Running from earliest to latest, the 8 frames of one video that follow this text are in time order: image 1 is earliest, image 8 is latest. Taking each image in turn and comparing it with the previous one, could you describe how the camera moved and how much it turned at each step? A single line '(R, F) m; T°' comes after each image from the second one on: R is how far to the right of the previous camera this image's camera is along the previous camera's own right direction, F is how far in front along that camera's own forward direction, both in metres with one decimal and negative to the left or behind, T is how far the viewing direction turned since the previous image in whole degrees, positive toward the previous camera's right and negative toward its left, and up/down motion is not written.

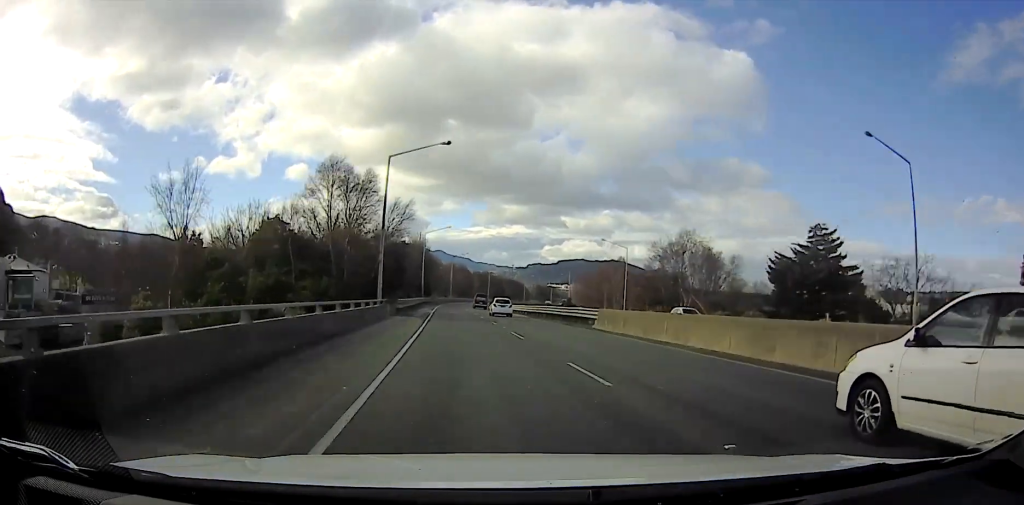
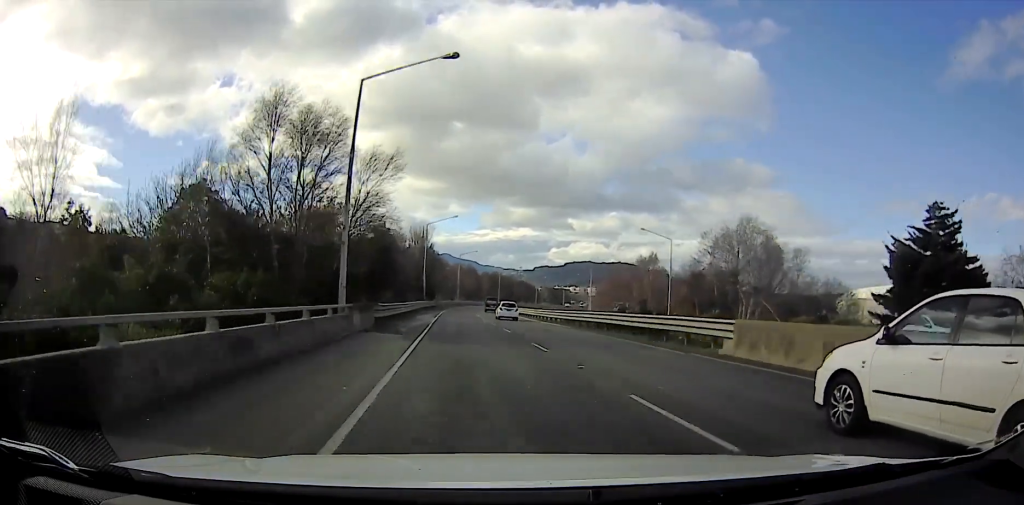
(-0.2, +16.2) m; -3°
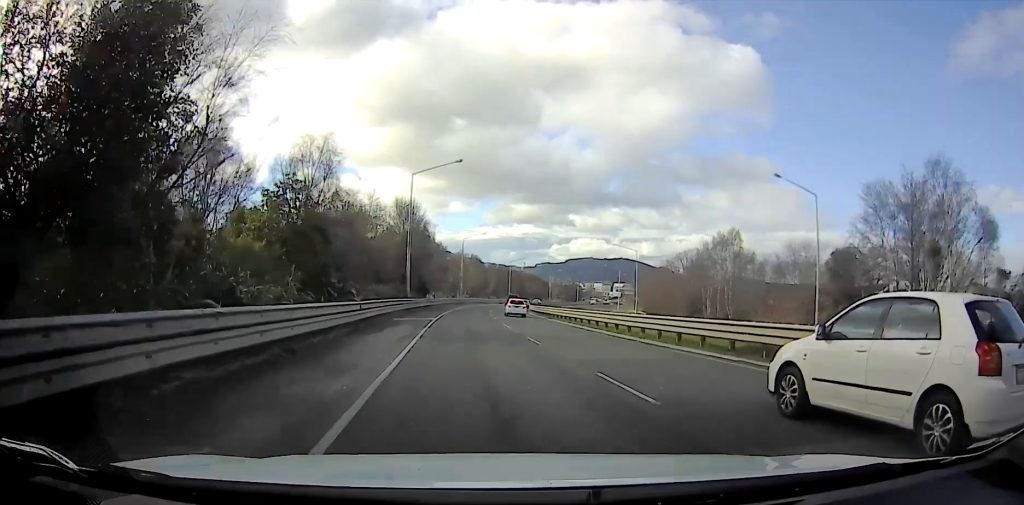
(-1.4, +30.1) m; -5°
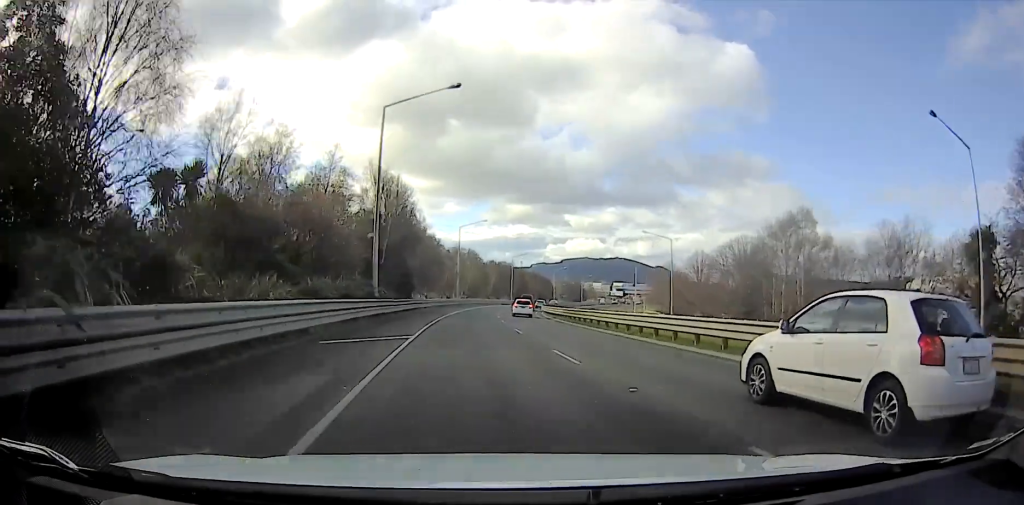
(-0.3, +16.0) m; -3°
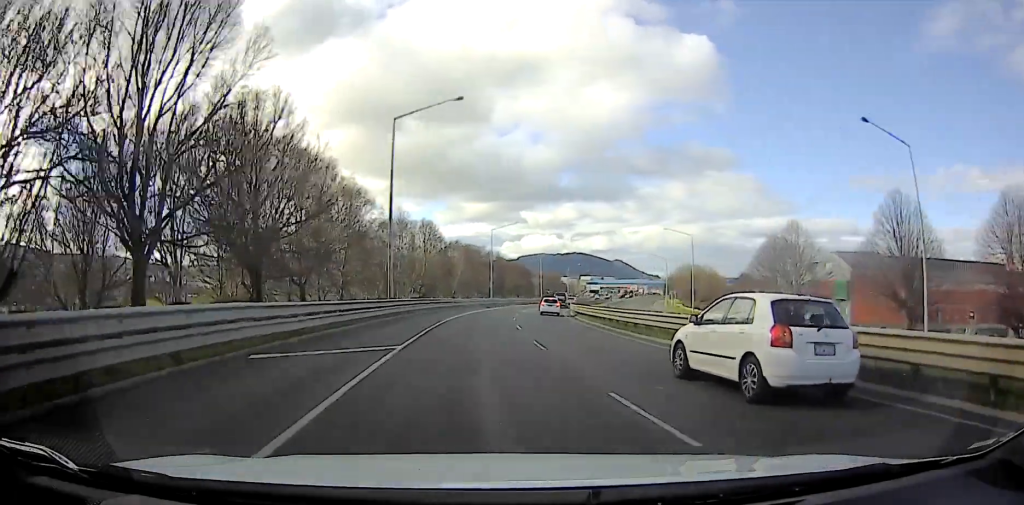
(-4.5, +41.6) m; -11°
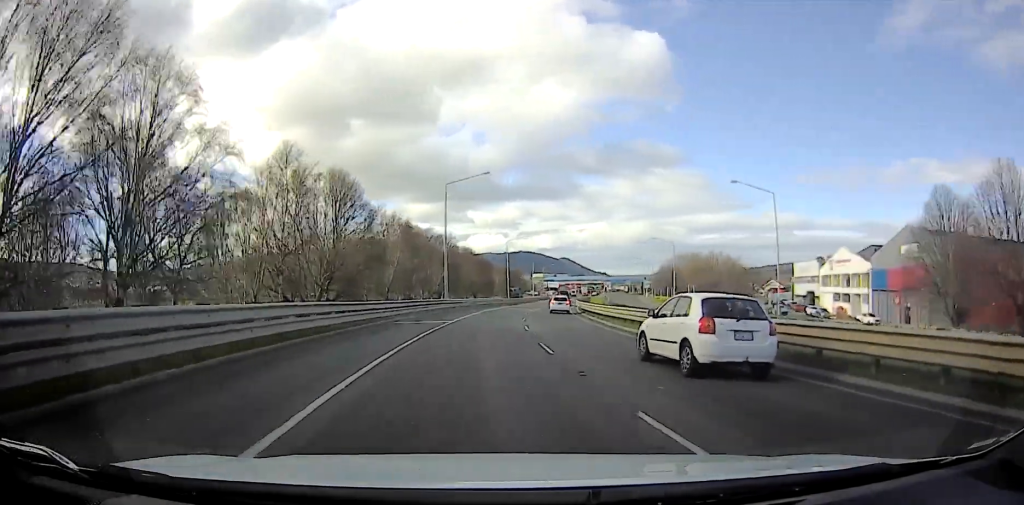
(-0.4, +23.6) m; -2°
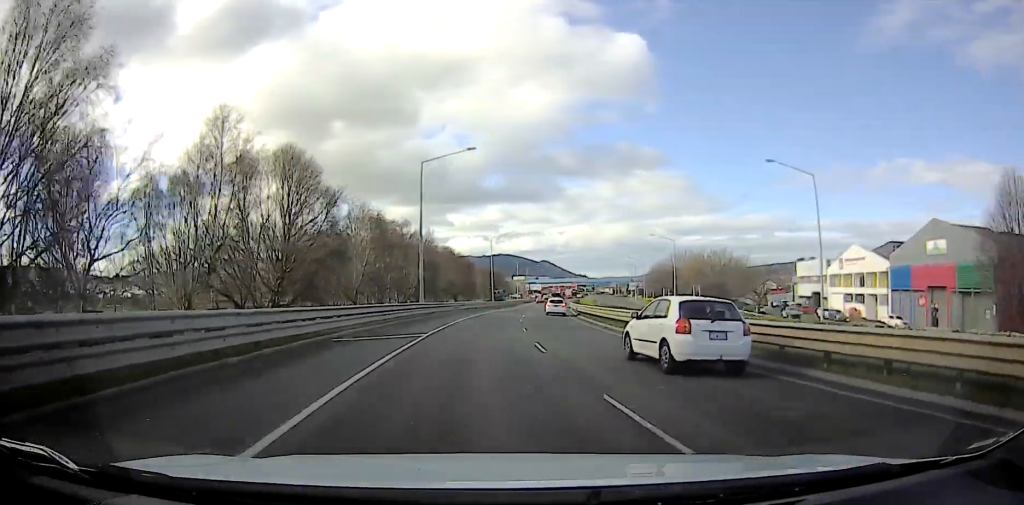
(0.0, +6.6) m; -1°
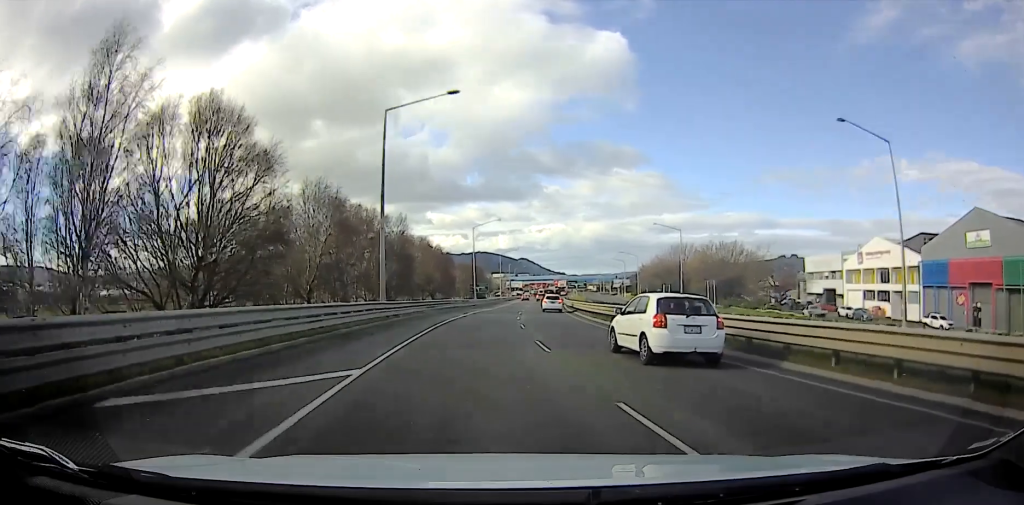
(-0.1, +8.6) m; -2°
